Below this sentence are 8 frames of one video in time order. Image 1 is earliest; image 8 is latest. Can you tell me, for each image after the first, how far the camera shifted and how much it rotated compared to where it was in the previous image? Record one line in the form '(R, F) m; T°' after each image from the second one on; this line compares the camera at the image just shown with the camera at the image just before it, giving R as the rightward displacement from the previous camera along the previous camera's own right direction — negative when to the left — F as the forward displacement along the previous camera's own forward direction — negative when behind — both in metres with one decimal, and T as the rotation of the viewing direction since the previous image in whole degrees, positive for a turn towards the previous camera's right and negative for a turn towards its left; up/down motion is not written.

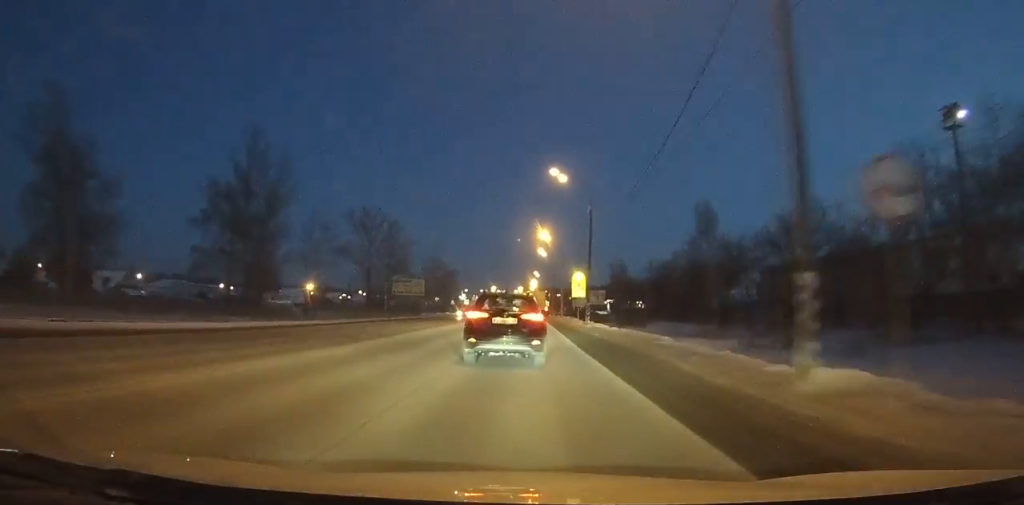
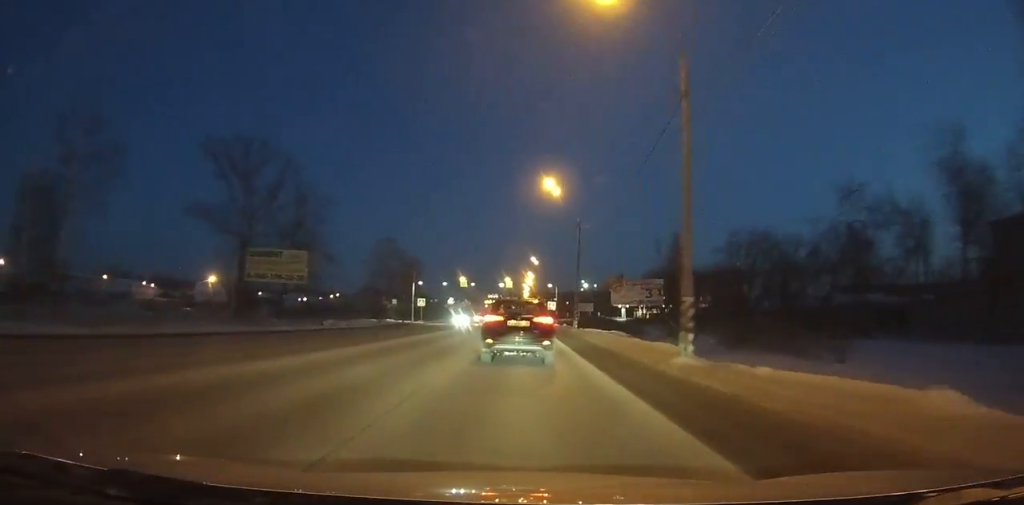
(+0.1, +59.0) m; 0°
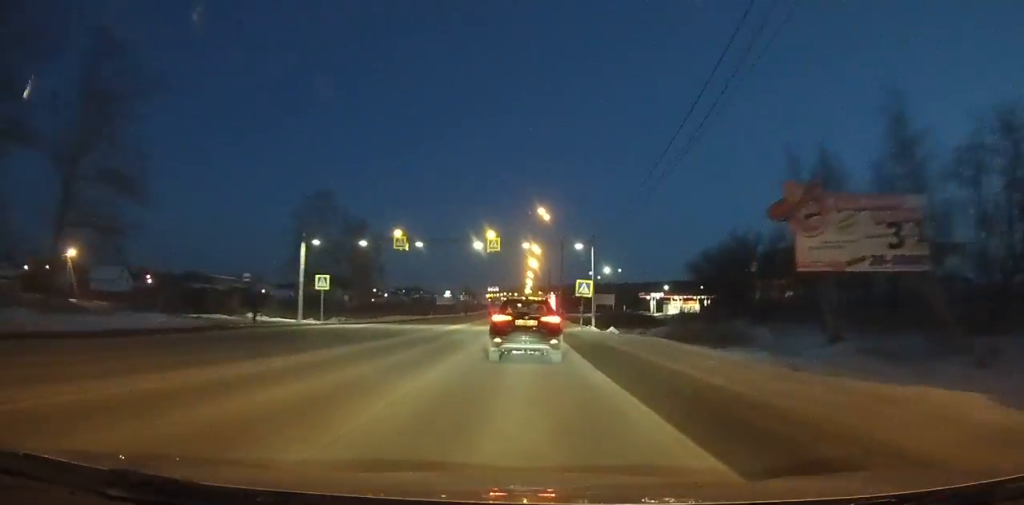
(+0.2, +47.0) m; 0°
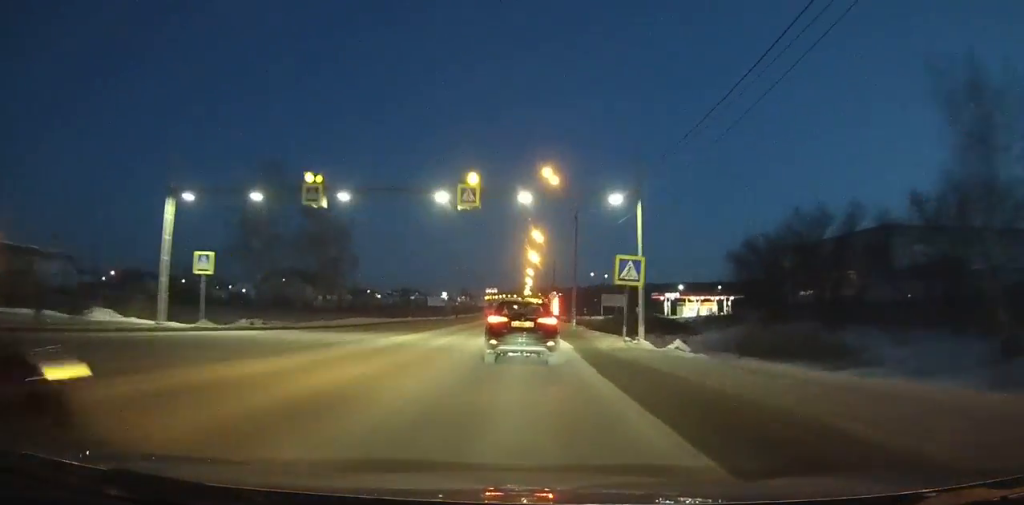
(0.0, +18.2) m; 0°
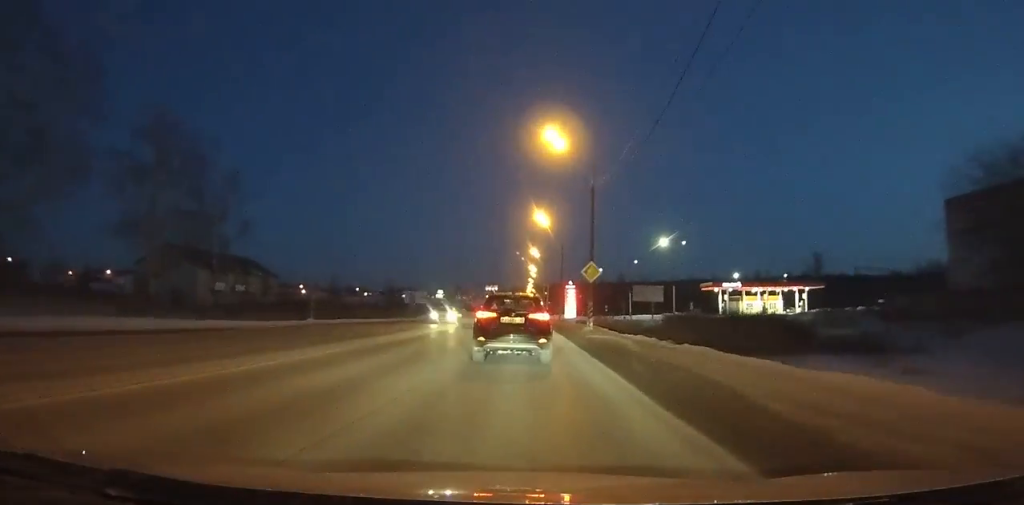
(+0.1, +42.7) m; 0°
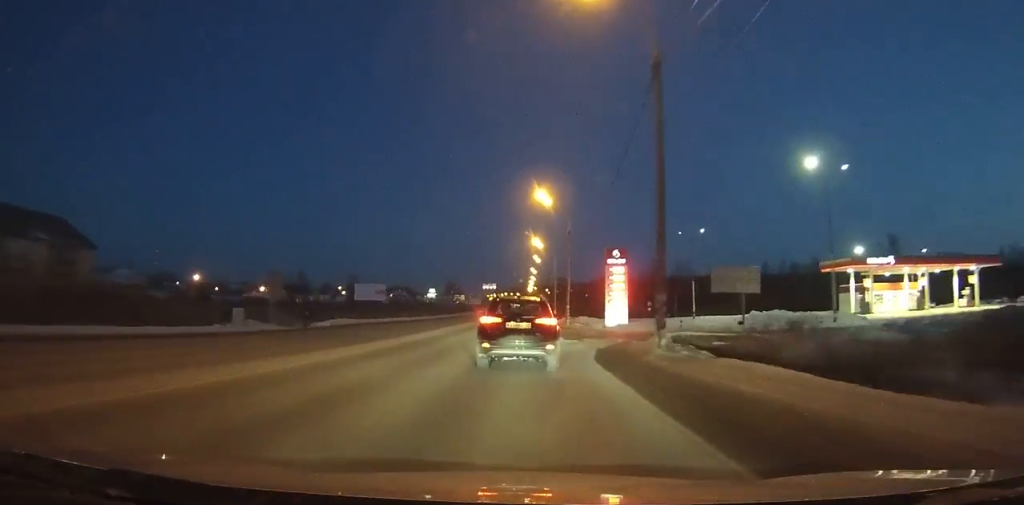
(-0.3, +49.4) m; 0°
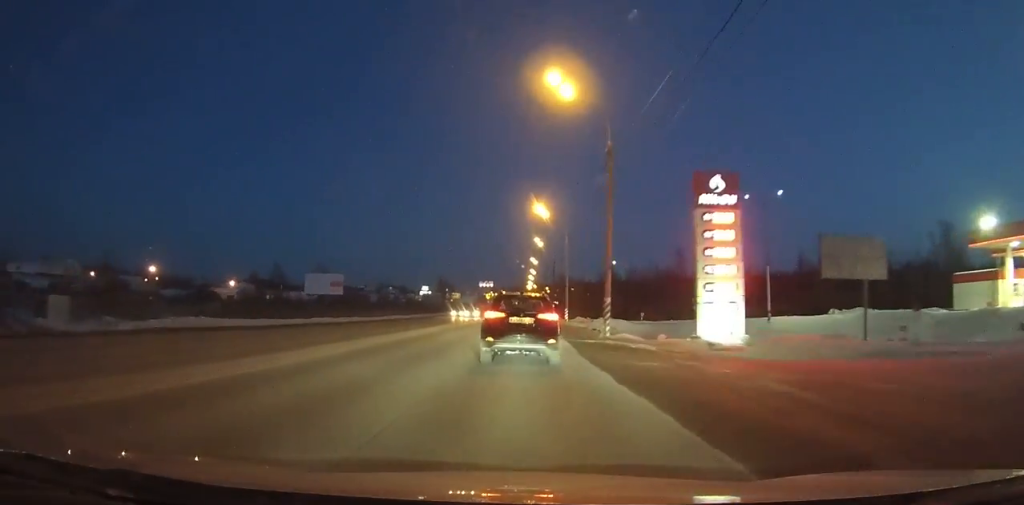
(-0.1, +26.5) m; 0°
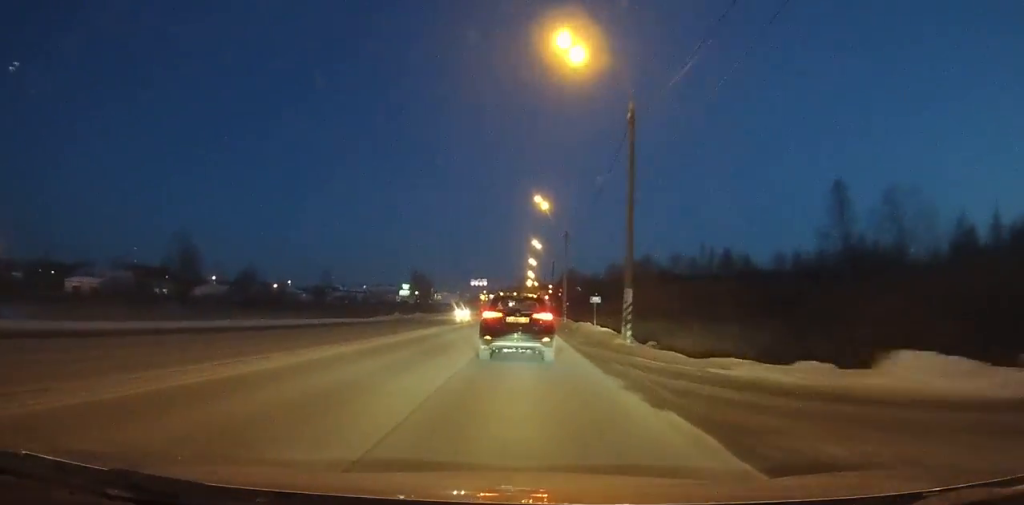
(-0.1, +66.5) m; 0°
